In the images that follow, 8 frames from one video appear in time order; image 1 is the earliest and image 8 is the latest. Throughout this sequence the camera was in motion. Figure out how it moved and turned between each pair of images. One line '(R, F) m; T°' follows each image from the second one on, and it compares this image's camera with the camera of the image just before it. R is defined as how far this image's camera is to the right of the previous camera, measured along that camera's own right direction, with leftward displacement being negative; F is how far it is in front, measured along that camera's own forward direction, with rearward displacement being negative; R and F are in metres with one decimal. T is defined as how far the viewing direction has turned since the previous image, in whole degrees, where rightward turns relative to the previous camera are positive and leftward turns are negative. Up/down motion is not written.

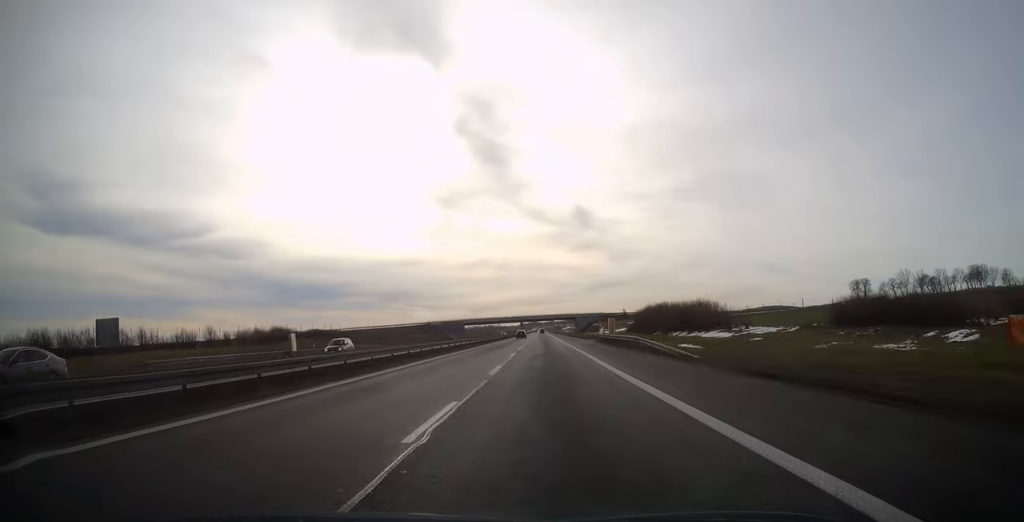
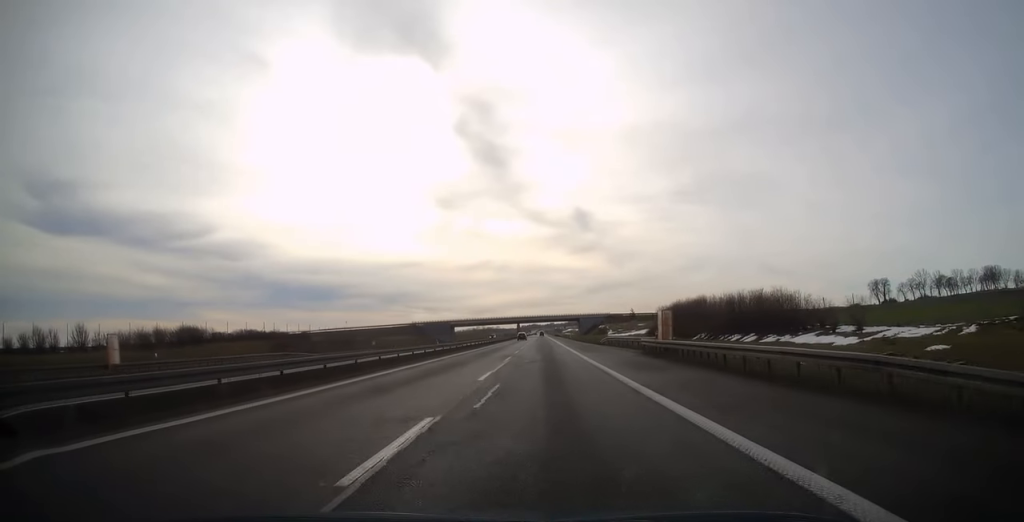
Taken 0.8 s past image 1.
(+0.1, +26.0) m; 0°
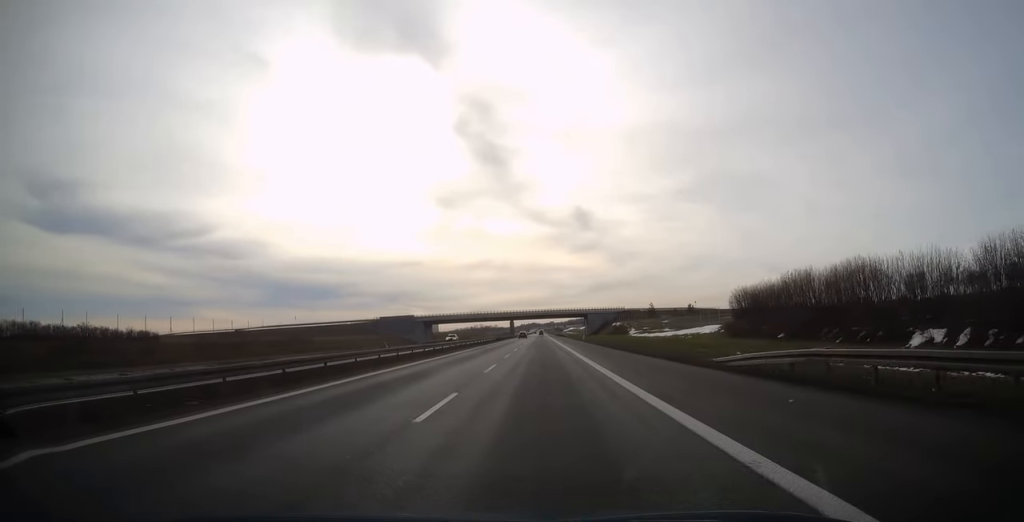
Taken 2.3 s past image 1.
(0.0, +43.3) m; 0°
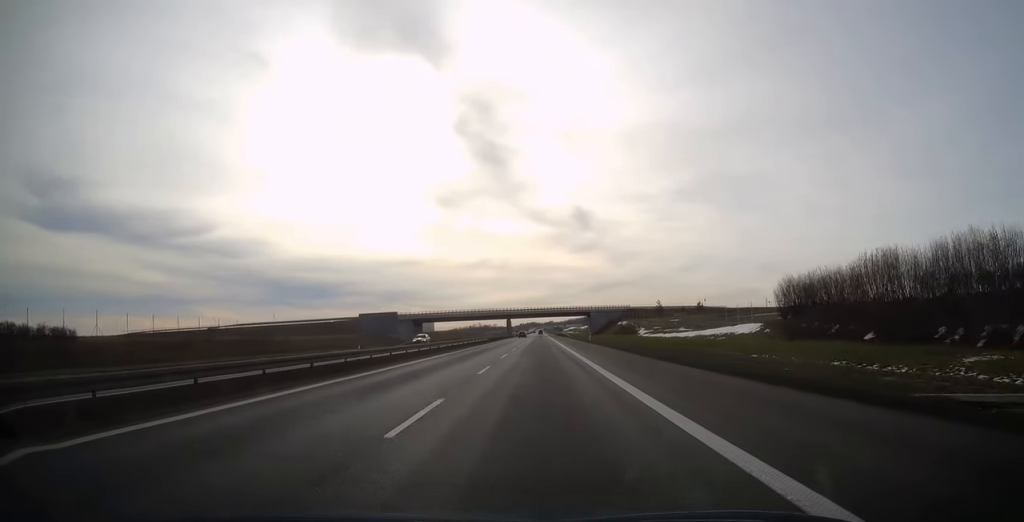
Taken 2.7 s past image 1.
(0.0, +13.3) m; 0°
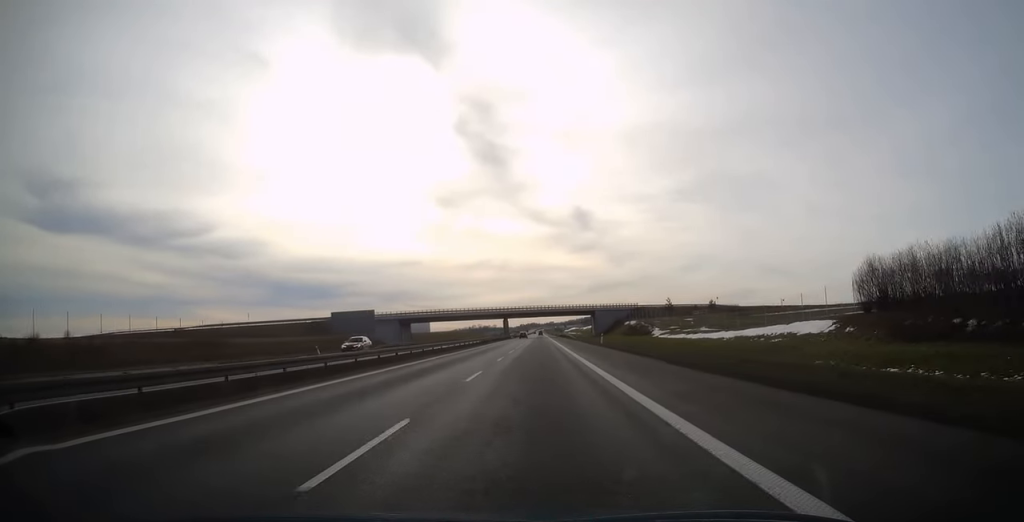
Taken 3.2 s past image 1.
(0.0, +14.3) m; 0°
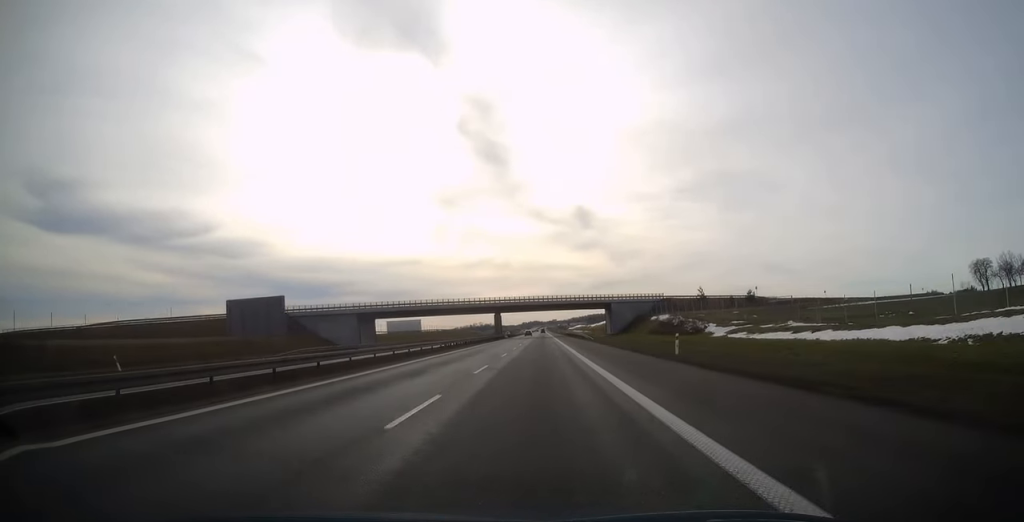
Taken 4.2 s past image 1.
(+0.1, +32.6) m; 0°
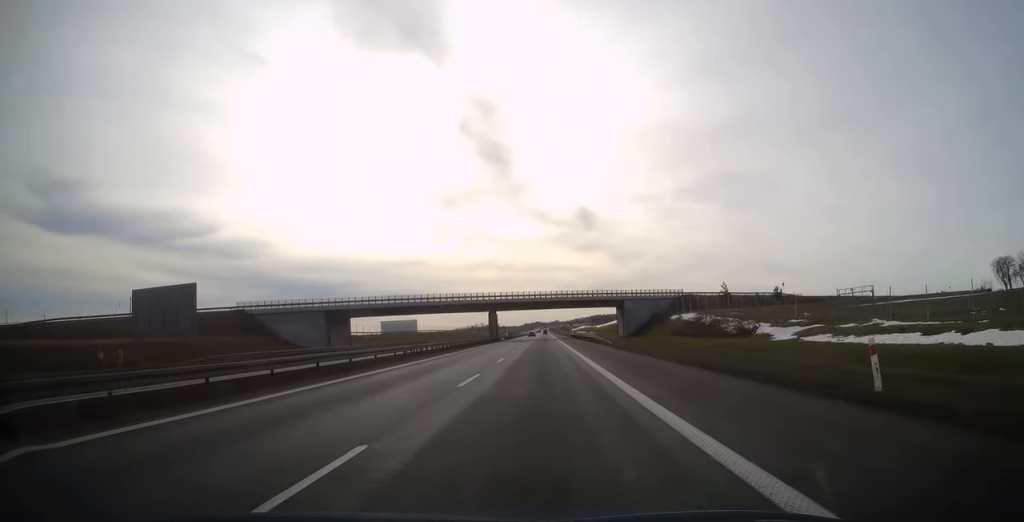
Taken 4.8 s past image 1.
(0.0, +16.3) m; 0°
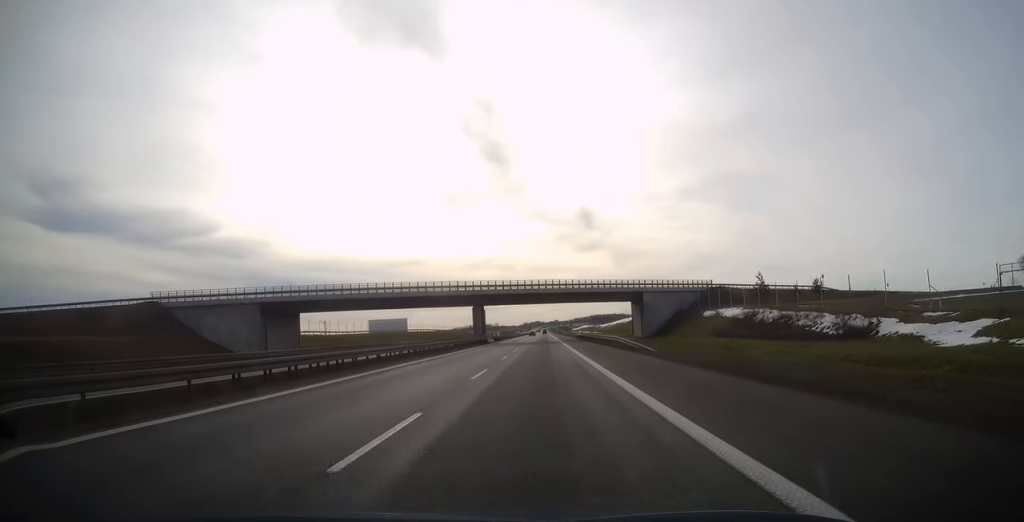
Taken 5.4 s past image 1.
(0.0, +20.8) m; 0°
